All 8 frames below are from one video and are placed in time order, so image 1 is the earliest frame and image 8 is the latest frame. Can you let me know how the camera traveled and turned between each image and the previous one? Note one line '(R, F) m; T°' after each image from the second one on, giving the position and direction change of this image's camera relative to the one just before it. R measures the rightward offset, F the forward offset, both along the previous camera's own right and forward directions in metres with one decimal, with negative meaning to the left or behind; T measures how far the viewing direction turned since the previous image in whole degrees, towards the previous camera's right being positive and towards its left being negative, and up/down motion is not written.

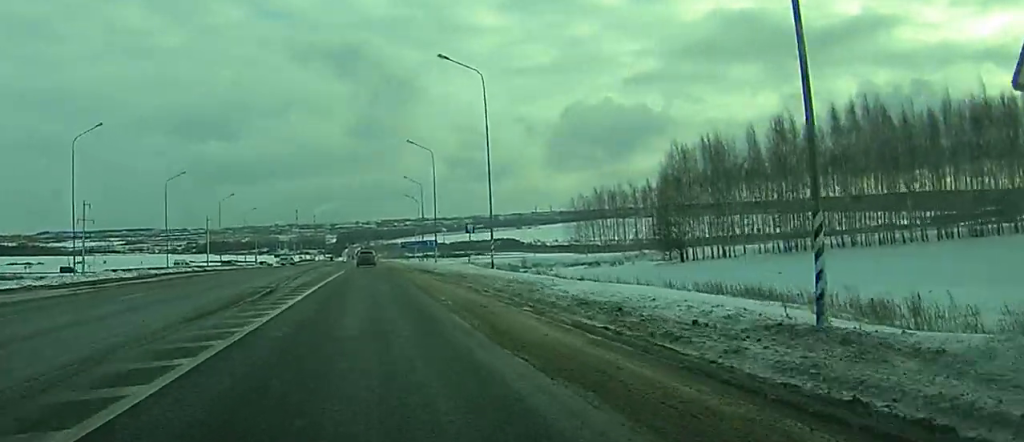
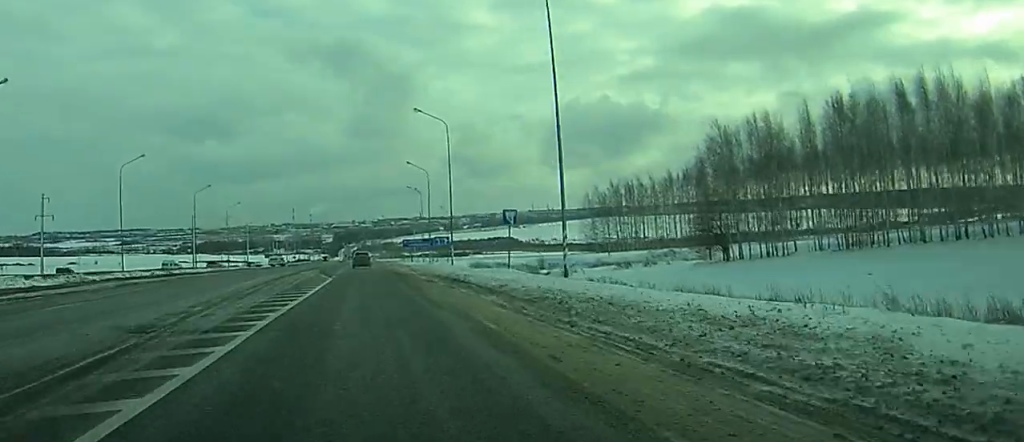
(+2.1, +18.3) m; 0°
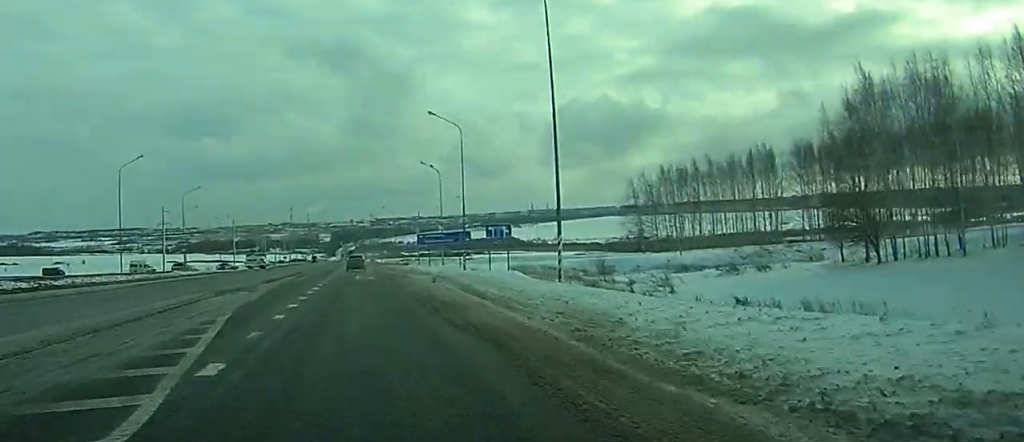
(-3.6, +35.1) m; -1°
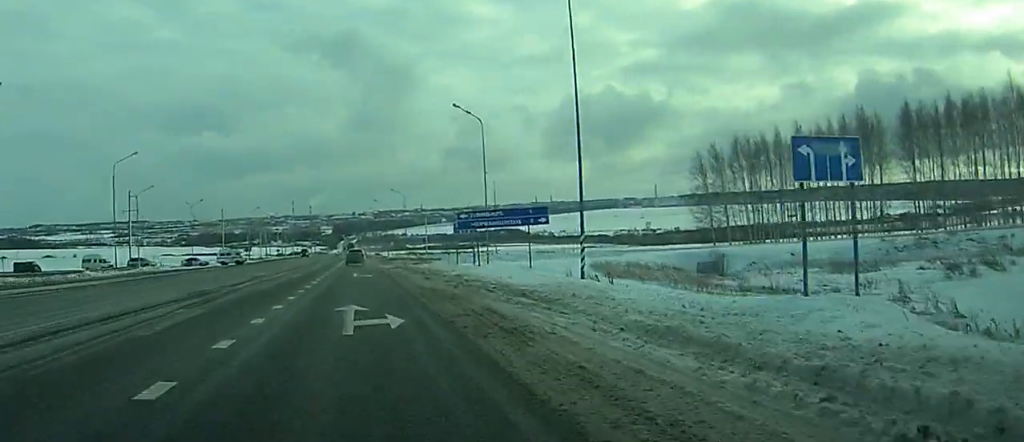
(+1.4, +32.9) m; +3°
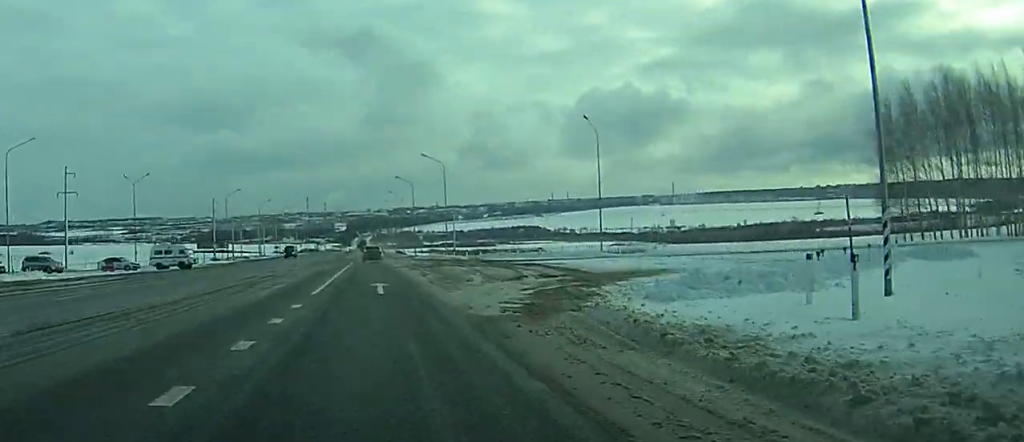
(+1.6, +47.3) m; -1°
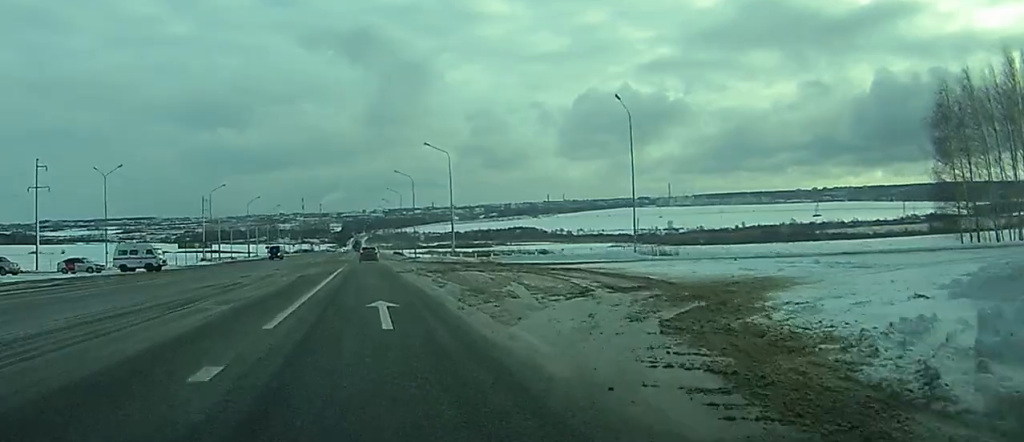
(-0.6, +10.3) m; -1°
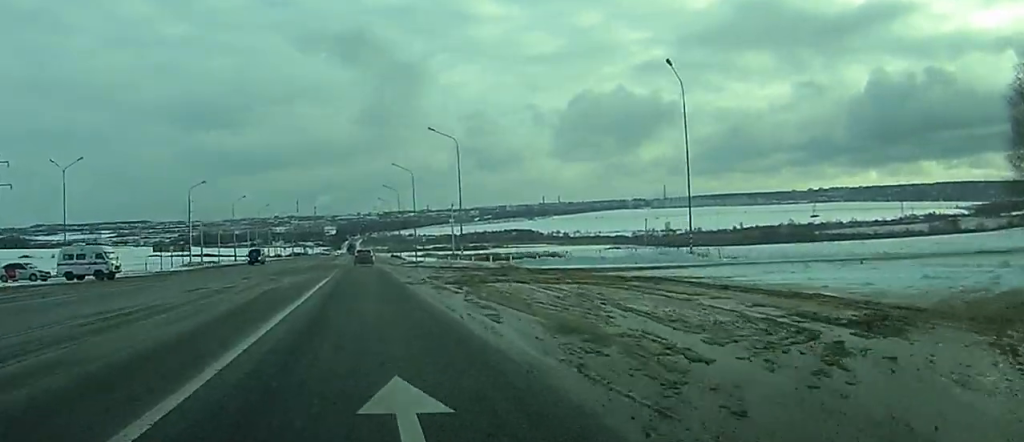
(-0.6, +12.0) m; -1°
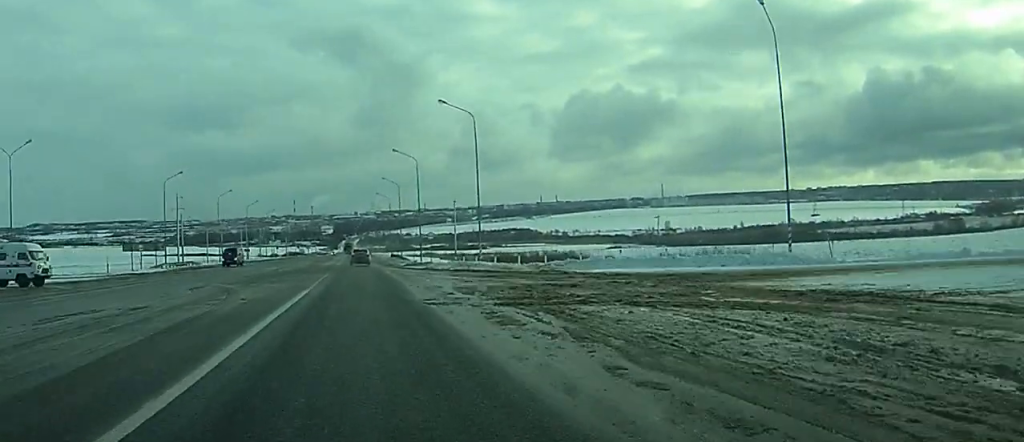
(+0.2, +12.8) m; +1°
